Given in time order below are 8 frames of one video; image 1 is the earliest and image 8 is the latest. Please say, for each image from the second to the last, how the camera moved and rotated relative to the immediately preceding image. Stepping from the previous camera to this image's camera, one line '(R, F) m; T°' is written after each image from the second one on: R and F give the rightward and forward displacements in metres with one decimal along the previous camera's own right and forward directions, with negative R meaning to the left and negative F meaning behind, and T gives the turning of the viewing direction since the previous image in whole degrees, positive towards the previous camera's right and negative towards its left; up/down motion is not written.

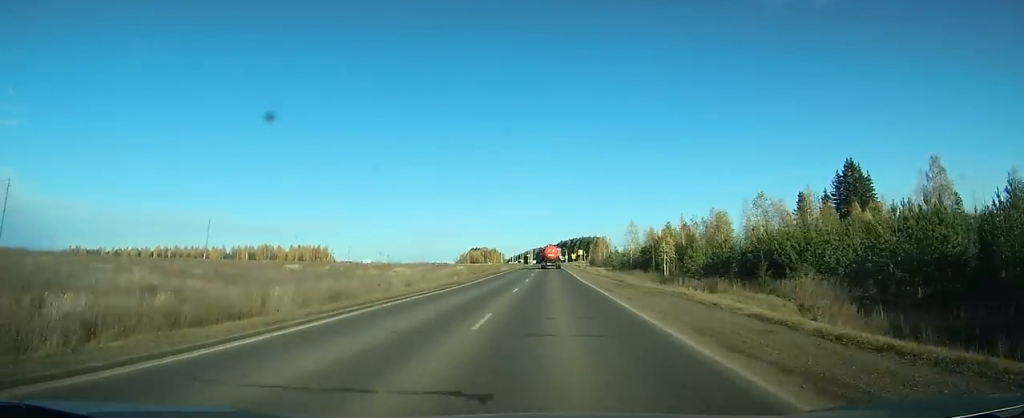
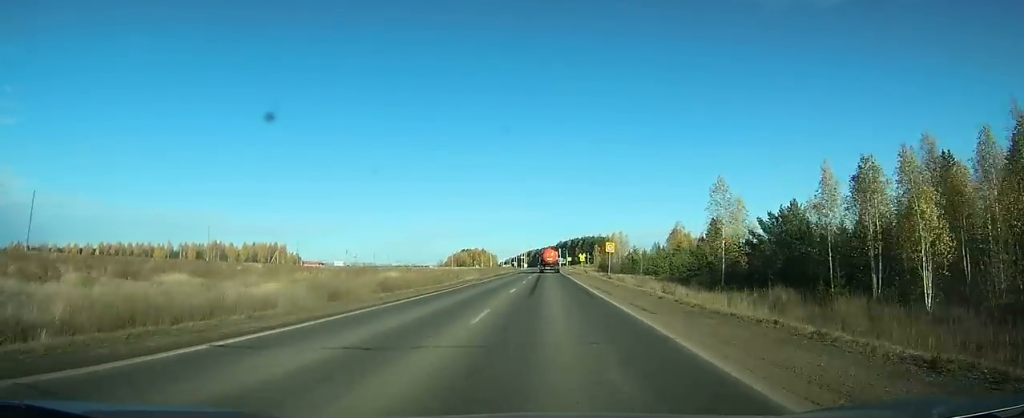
(+0.1, +59.2) m; 0°
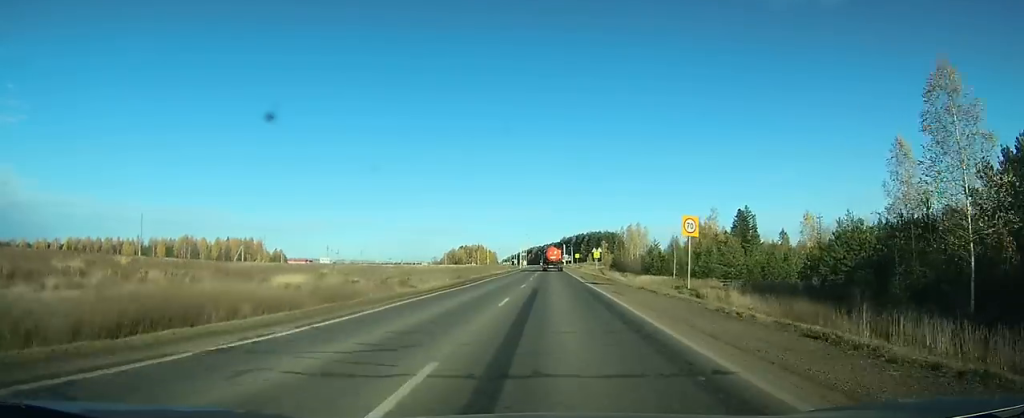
(+0.1, +31.8) m; 0°
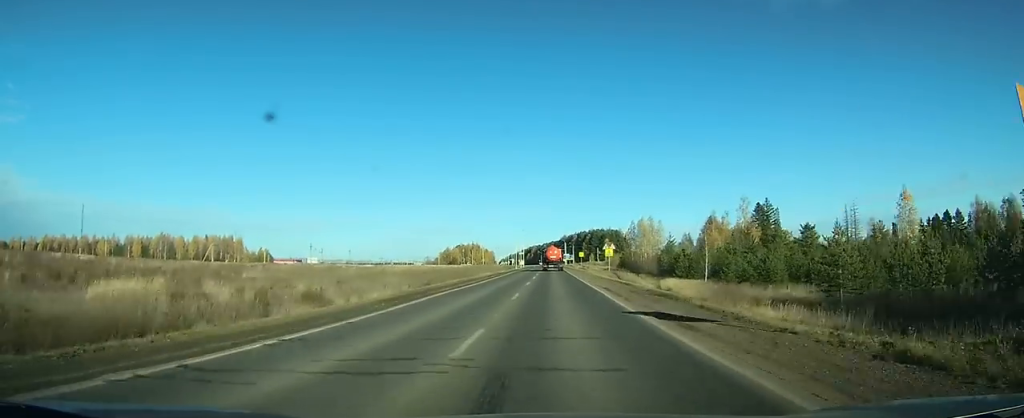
(-0.1, +20.2) m; 0°
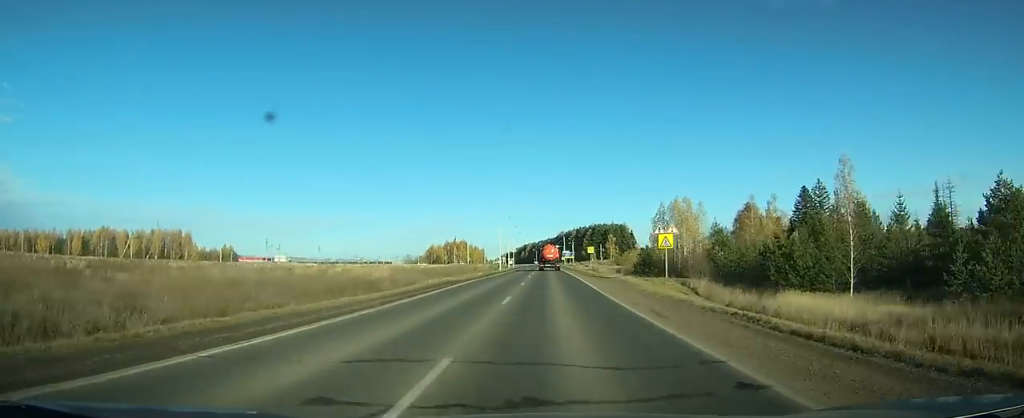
(-0.1, +40.1) m; 0°
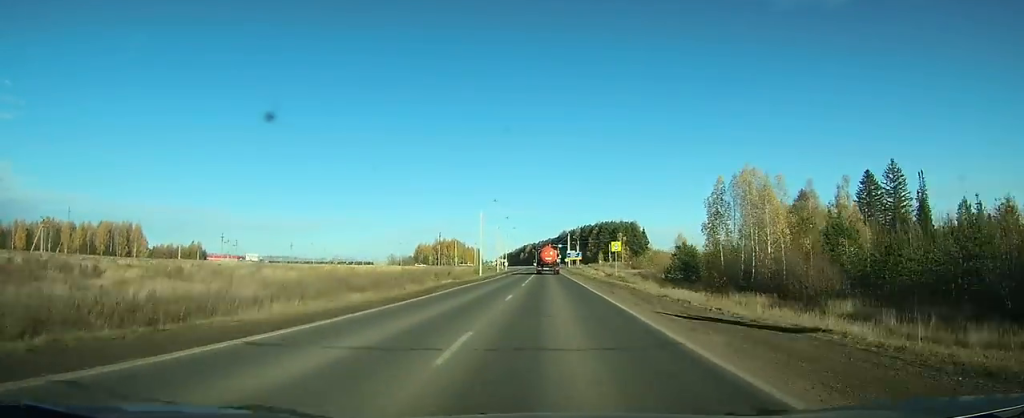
(+0.1, +33.8) m; 0°
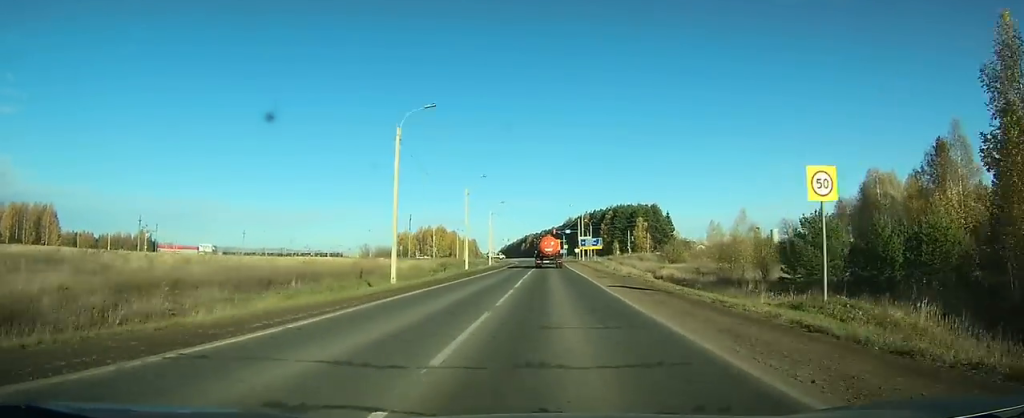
(0.0, +45.3) m; 0°
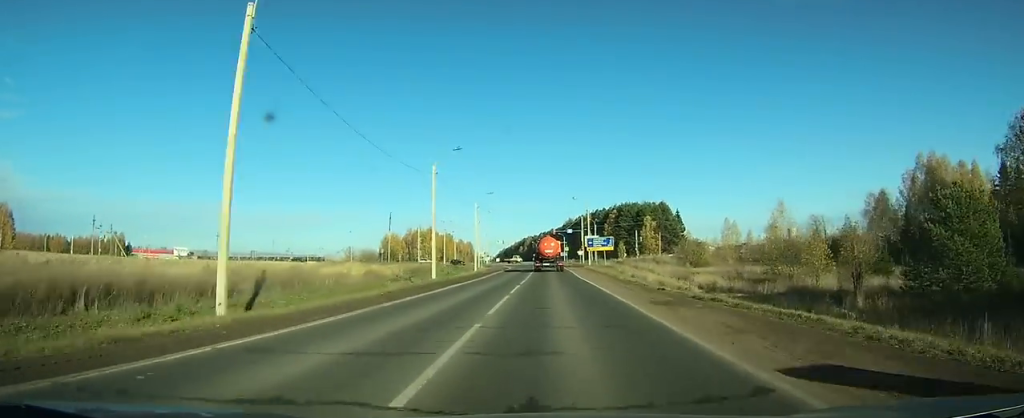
(-0.1, +18.9) m; 0°
